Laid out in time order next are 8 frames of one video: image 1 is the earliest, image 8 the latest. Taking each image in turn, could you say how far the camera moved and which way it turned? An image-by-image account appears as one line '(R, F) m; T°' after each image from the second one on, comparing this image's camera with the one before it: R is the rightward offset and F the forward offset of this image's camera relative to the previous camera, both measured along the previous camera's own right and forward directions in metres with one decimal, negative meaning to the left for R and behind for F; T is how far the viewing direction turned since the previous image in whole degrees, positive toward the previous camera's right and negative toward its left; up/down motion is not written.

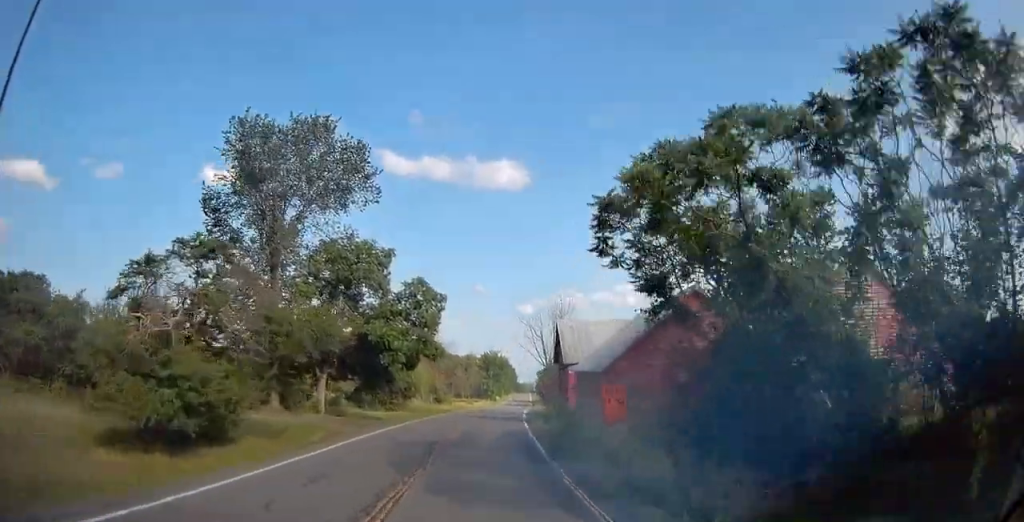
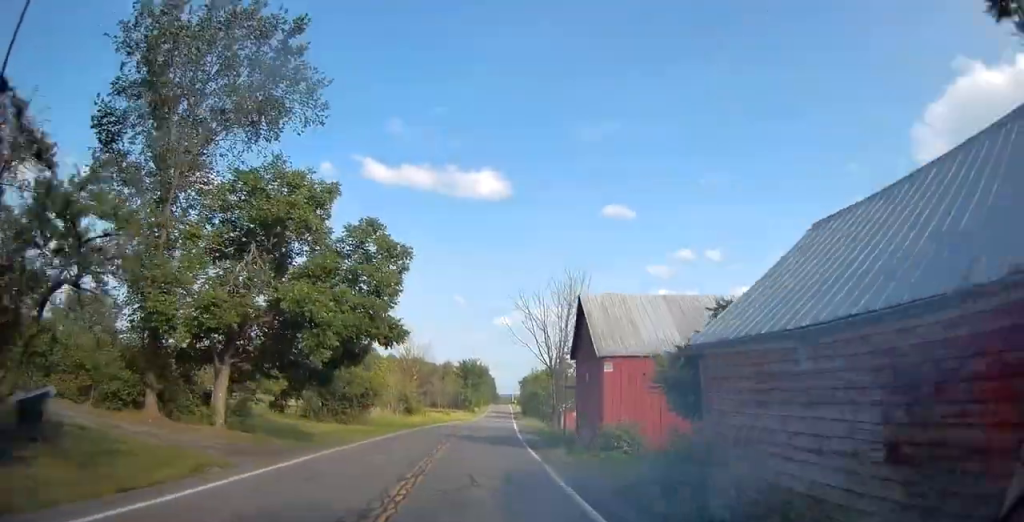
(-0.2, +12.4) m; +2°
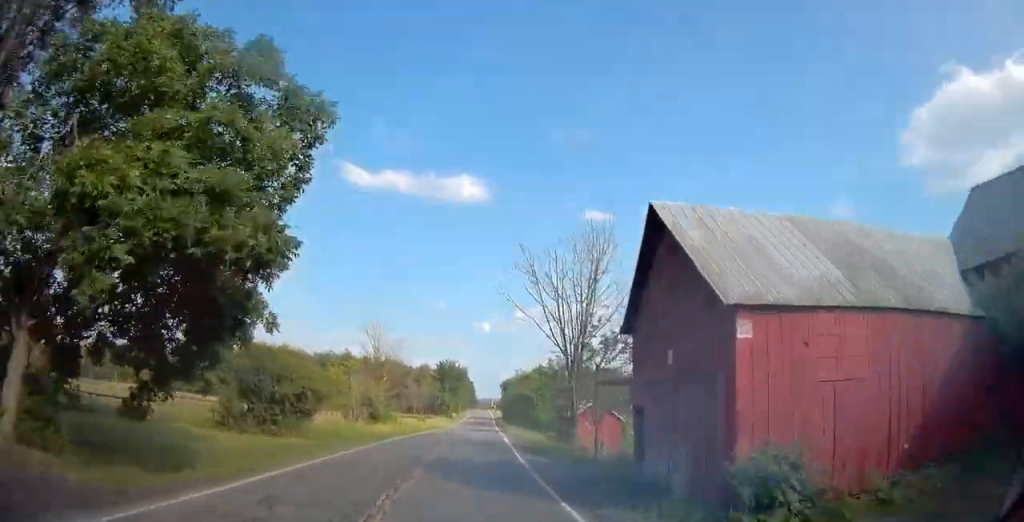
(+0.3, +11.6) m; +2°
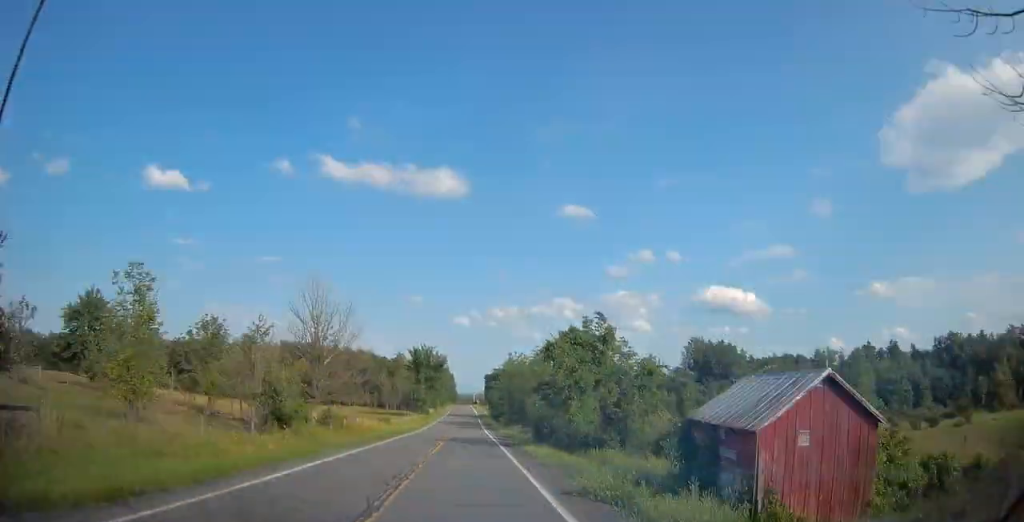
(+1.0, +24.4) m; +3°
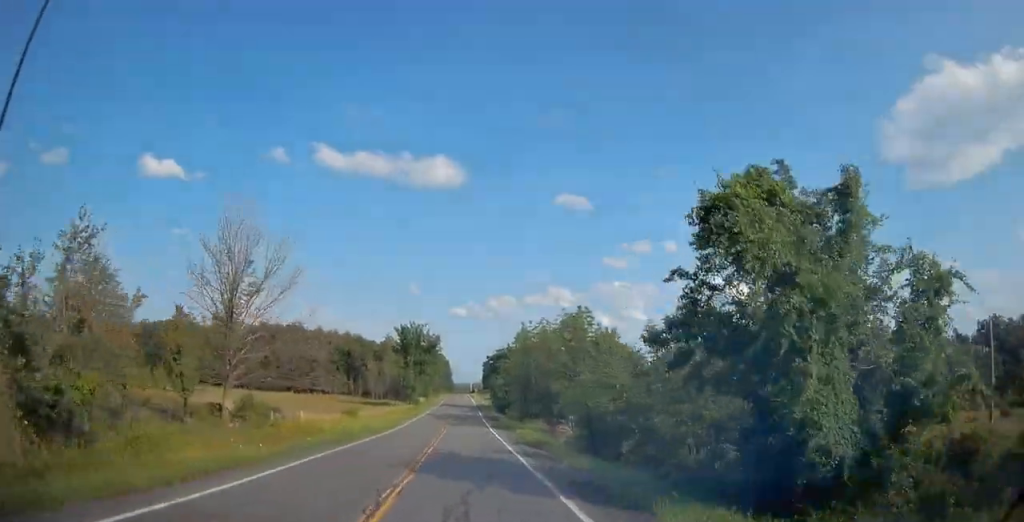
(+0.1, +20.6) m; +1°
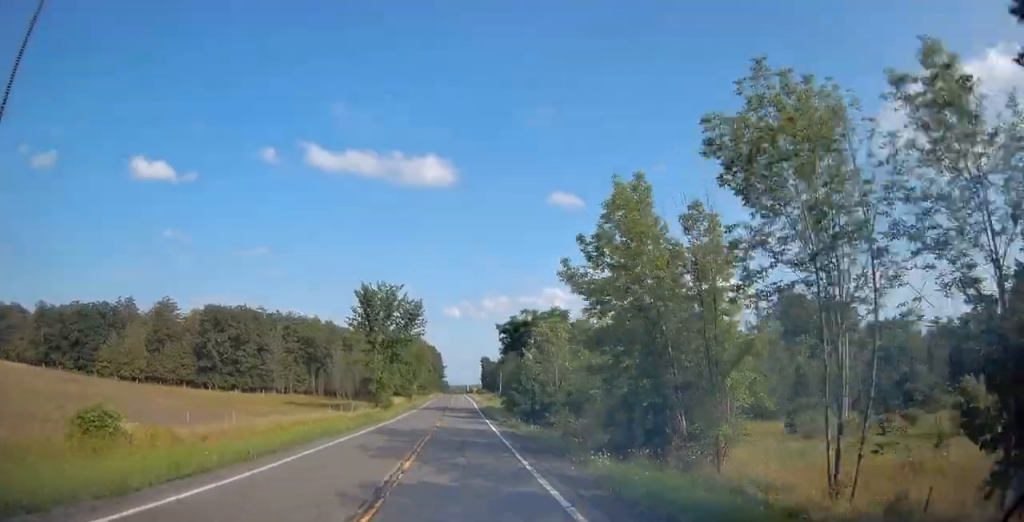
(+0.5, +36.9) m; +1°
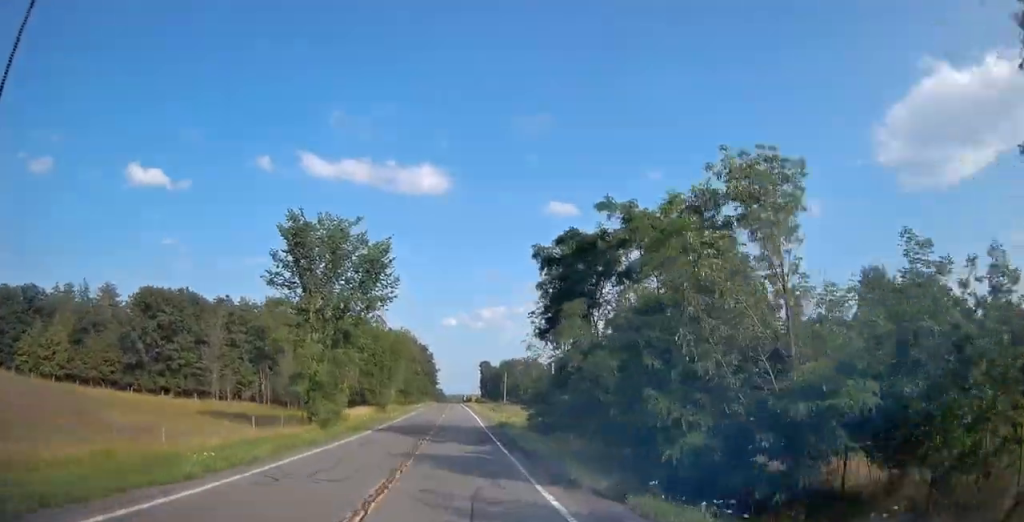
(+0.1, +30.2) m; 0°
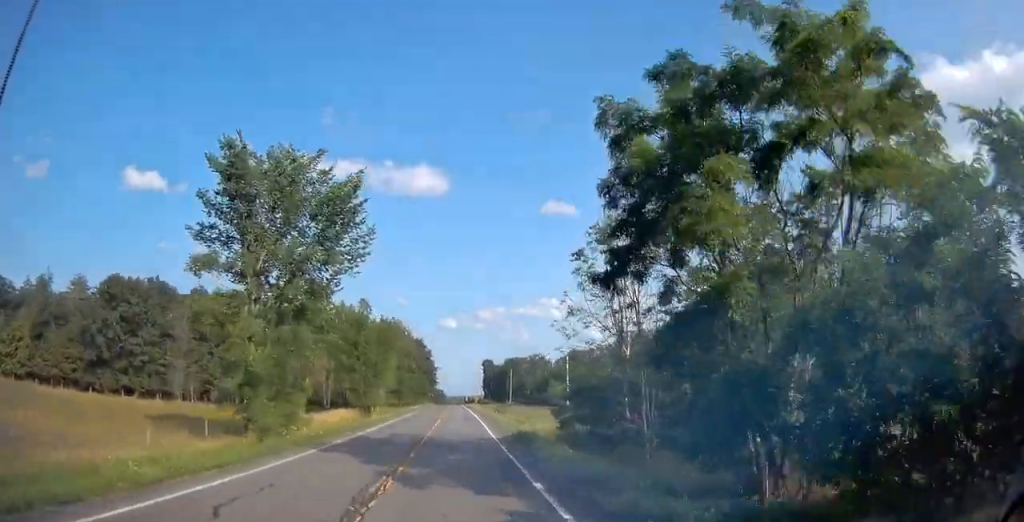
(0.0, +12.7) m; 0°
